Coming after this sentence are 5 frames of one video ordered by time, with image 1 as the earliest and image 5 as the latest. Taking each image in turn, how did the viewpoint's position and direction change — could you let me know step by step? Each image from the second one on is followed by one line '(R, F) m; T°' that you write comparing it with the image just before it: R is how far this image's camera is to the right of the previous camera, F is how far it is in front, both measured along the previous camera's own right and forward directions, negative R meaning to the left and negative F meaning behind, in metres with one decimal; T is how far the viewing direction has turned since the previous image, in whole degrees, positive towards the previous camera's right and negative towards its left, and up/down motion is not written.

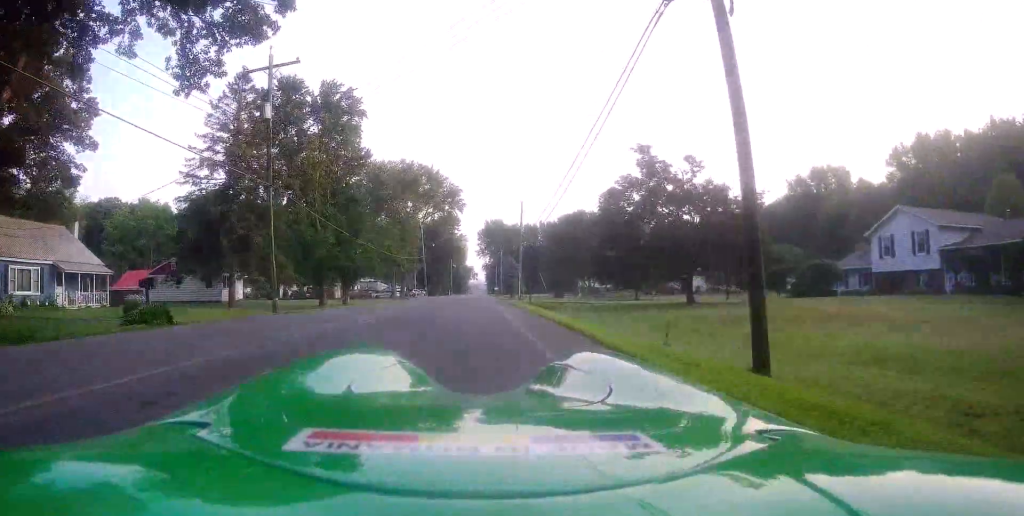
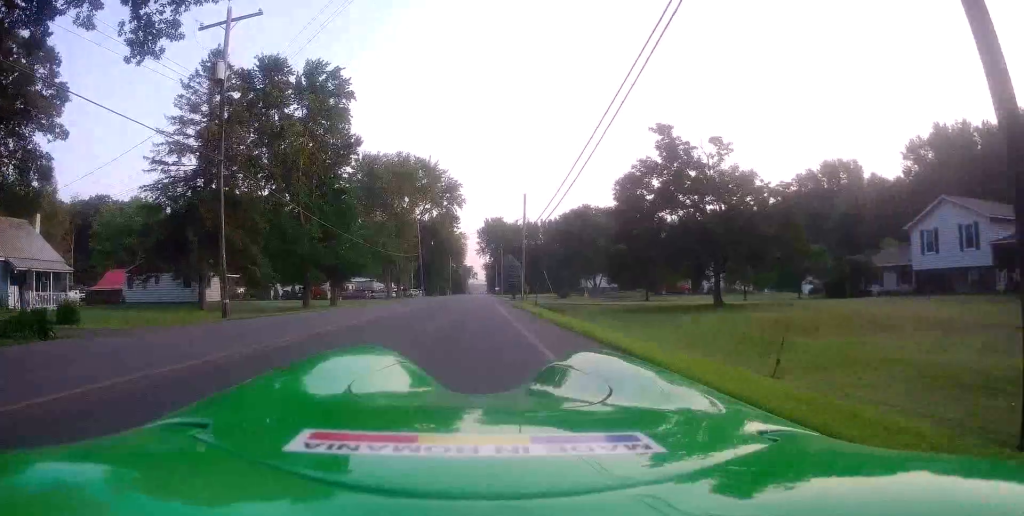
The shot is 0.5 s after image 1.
(+0.1, +4.4) m; 0°
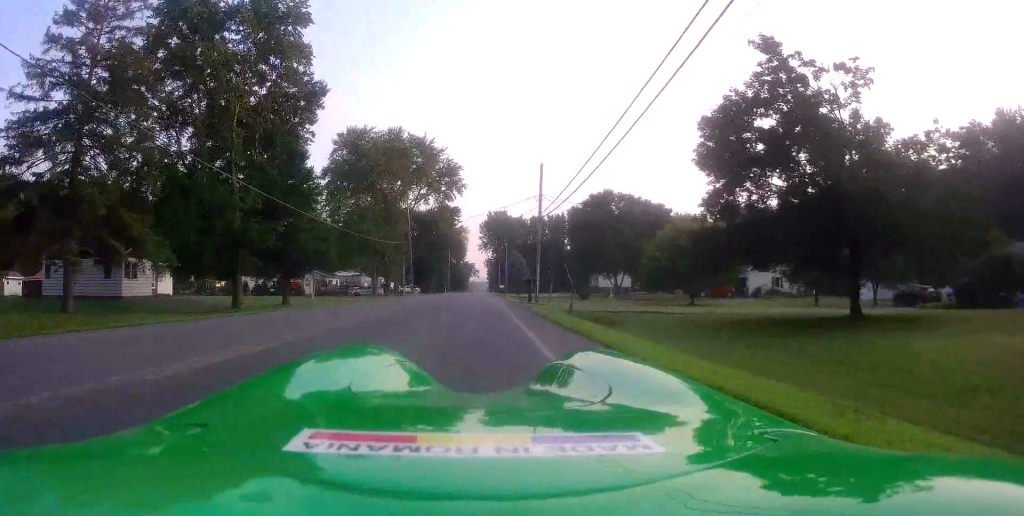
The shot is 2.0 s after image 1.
(-0.5, +12.9) m; -3°
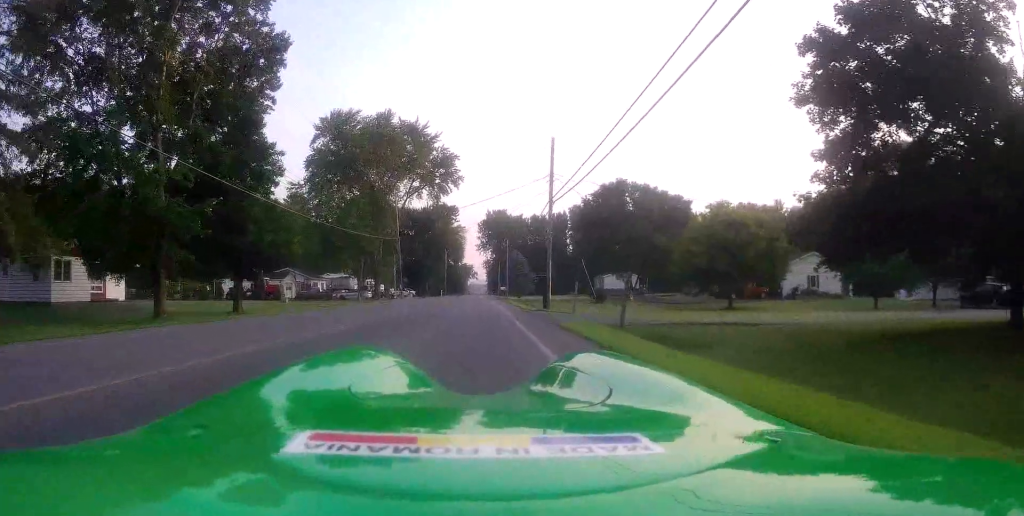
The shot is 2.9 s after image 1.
(0.0, +8.3) m; 0°
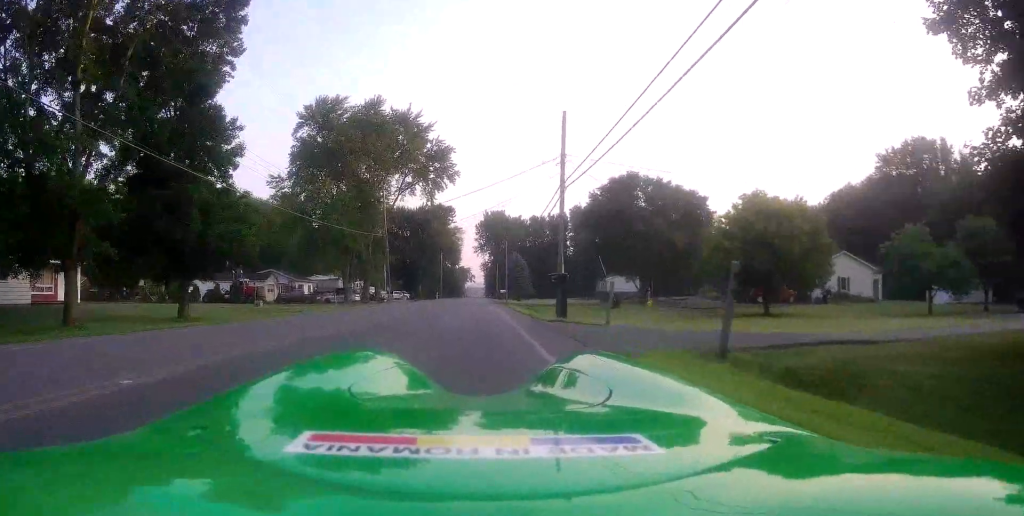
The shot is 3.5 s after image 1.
(+0.1, +6.1) m; -1°
